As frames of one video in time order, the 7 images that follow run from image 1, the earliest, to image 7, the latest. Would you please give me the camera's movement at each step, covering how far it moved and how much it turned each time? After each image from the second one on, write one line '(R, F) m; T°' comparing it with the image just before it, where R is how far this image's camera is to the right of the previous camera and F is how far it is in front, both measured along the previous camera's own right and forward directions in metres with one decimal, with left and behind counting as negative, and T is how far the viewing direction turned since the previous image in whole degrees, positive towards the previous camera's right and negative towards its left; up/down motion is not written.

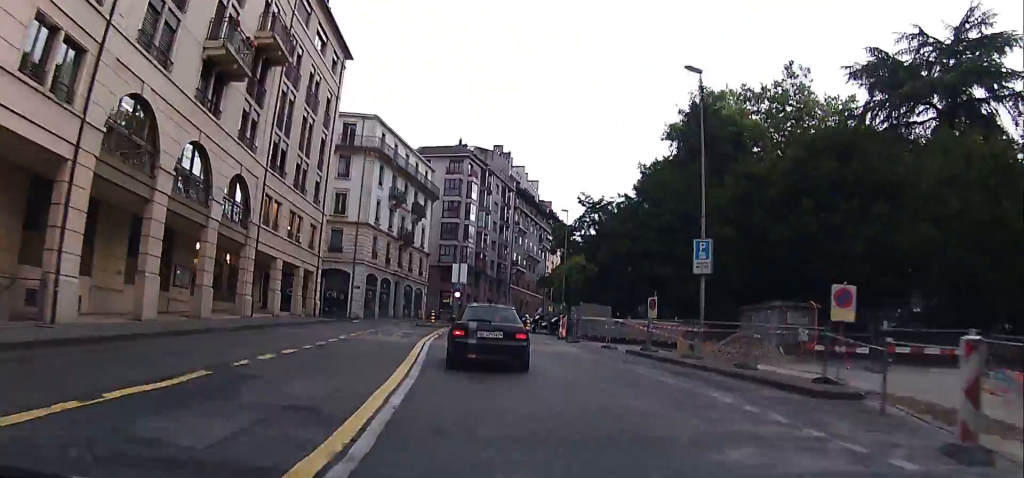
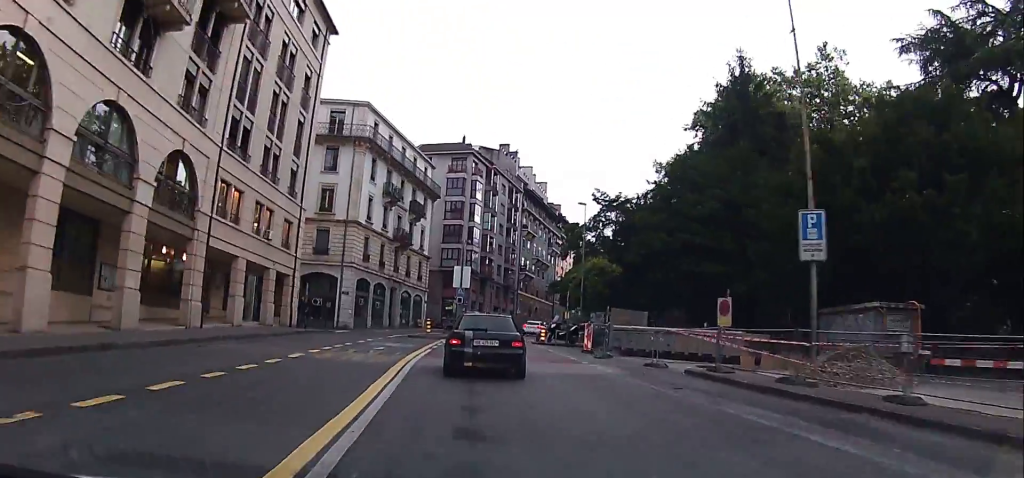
(-0.1, +6.9) m; 0°
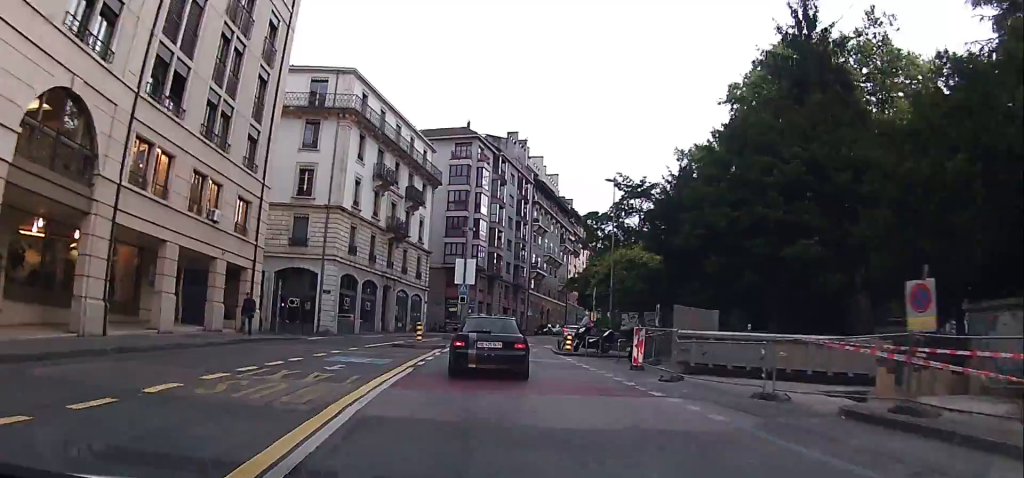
(0.0, +8.3) m; +1°
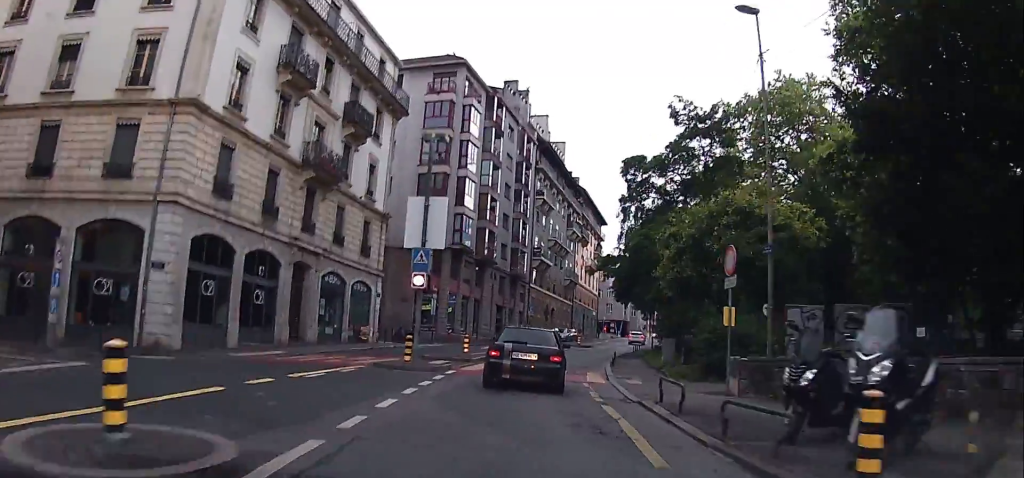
(+1.0, +21.0) m; +2°
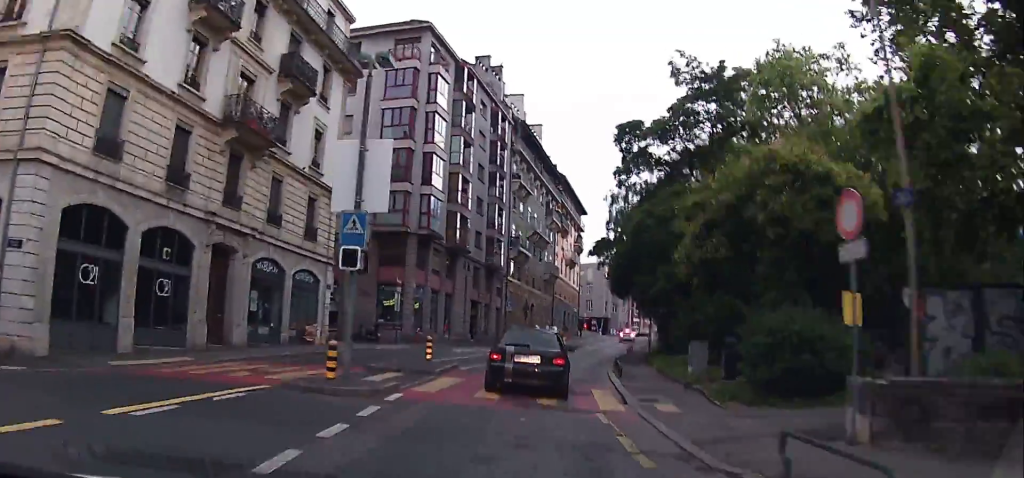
(-0.3, +6.3) m; -2°
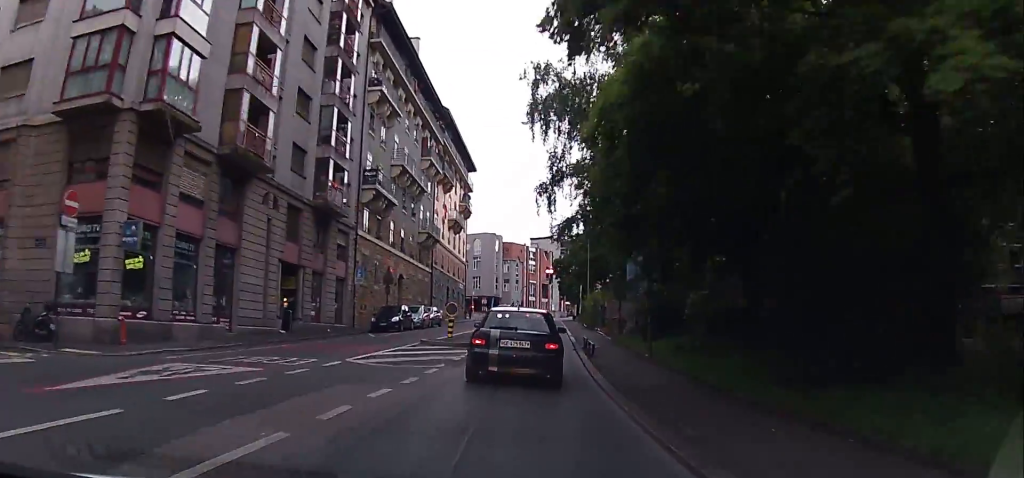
(+1.5, +24.1) m; +10°
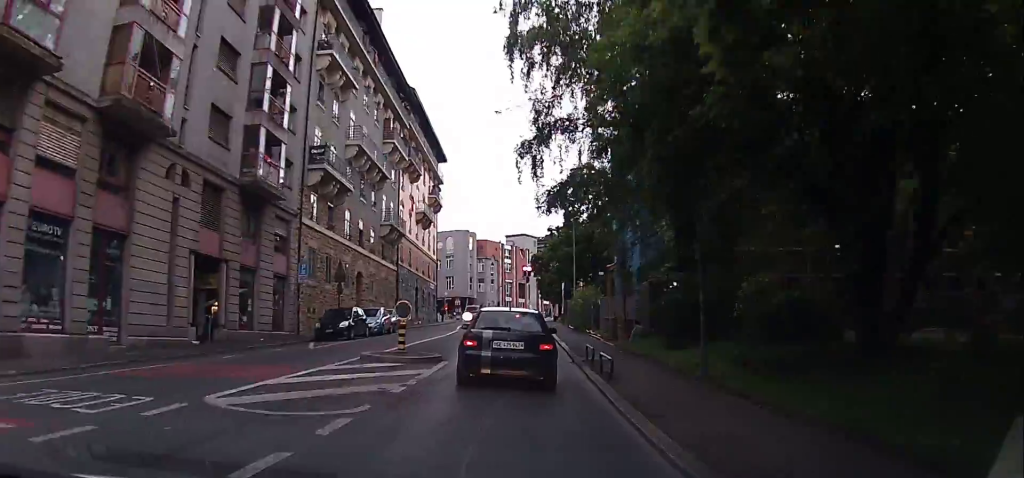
(+0.1, +6.7) m; +1°
